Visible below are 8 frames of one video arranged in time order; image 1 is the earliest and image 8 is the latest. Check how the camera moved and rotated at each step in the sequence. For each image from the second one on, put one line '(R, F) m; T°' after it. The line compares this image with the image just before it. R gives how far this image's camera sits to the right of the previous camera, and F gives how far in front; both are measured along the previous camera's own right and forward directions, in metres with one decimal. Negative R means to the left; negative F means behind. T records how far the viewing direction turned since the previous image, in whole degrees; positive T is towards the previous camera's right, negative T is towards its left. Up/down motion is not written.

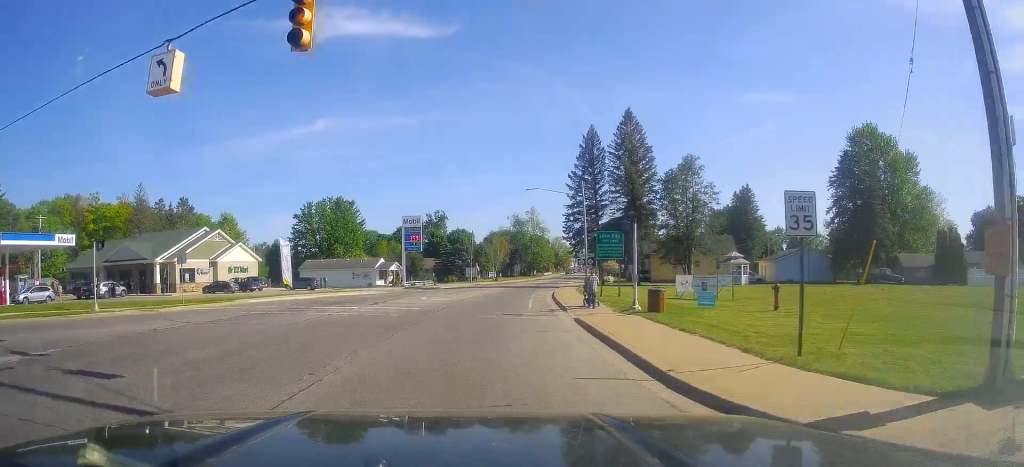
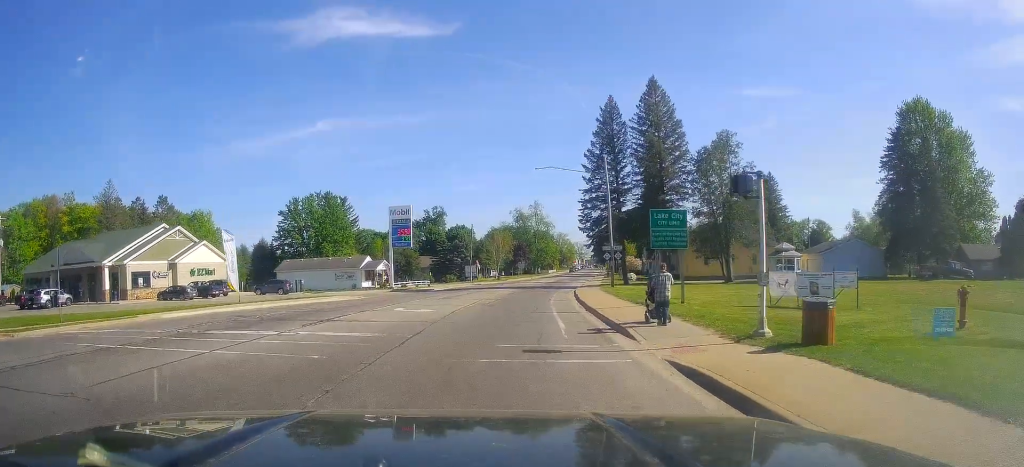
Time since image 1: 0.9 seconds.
(+0.2, +10.7) m; 0°
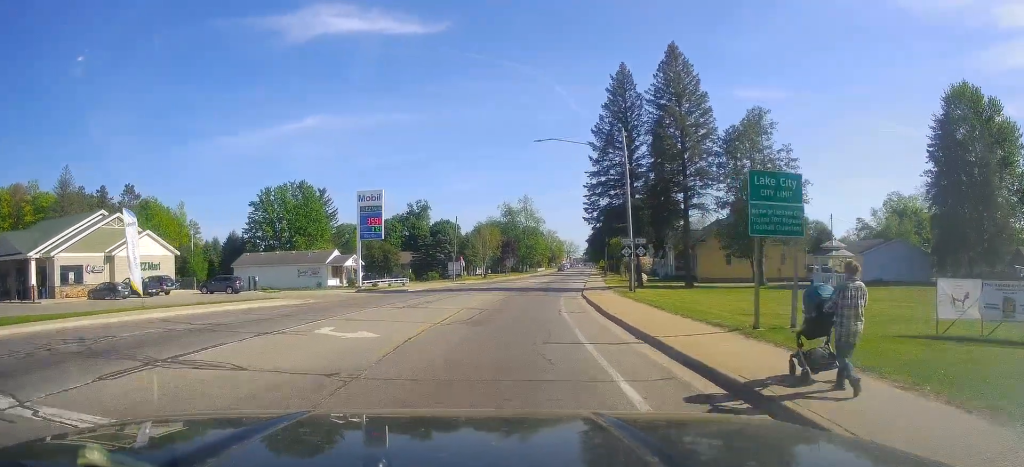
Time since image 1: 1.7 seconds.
(0.0, +9.8) m; 0°
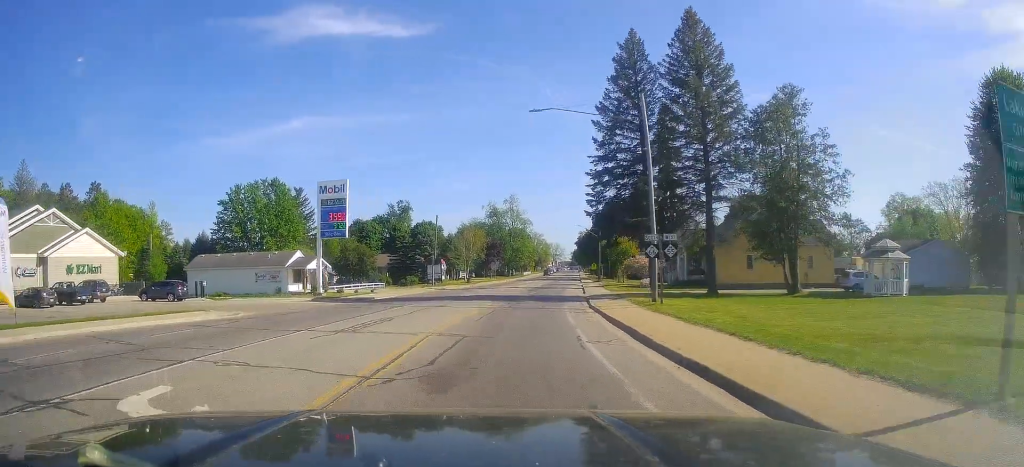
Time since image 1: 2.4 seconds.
(-0.1, +8.1) m; +1°
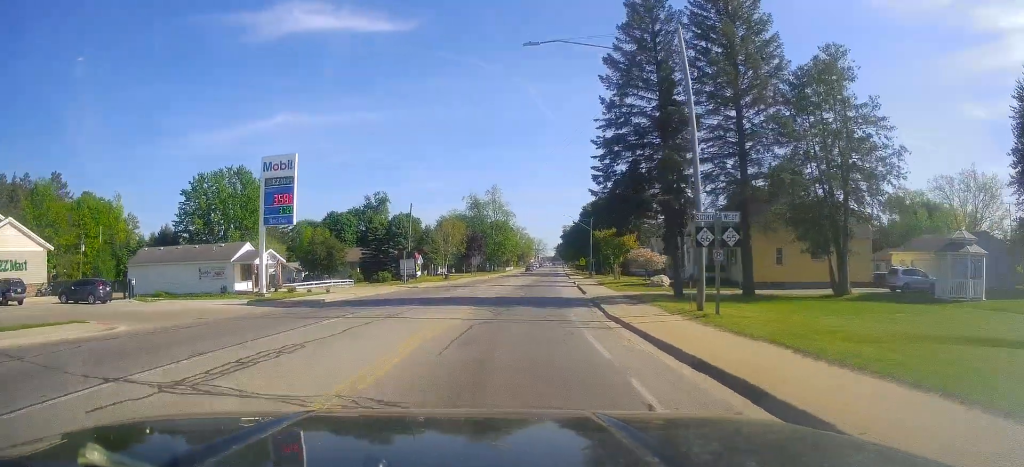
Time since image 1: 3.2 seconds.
(+0.1, +8.4) m; +4°
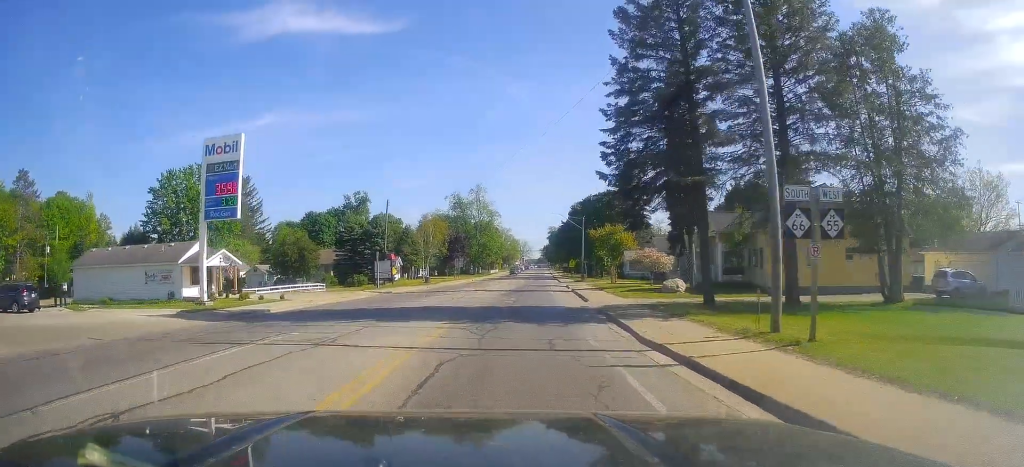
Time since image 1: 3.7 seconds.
(+0.4, +6.3) m; +1°
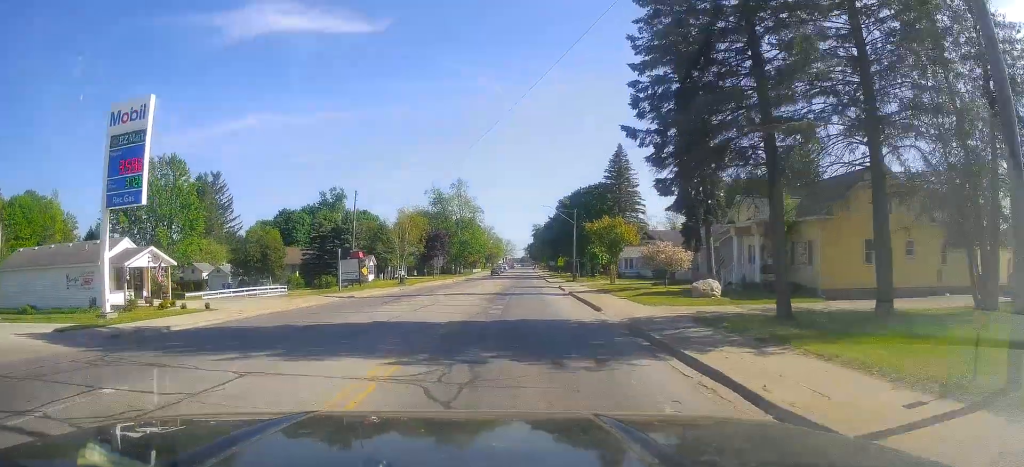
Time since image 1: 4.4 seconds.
(+0.3, +7.7) m; +1°
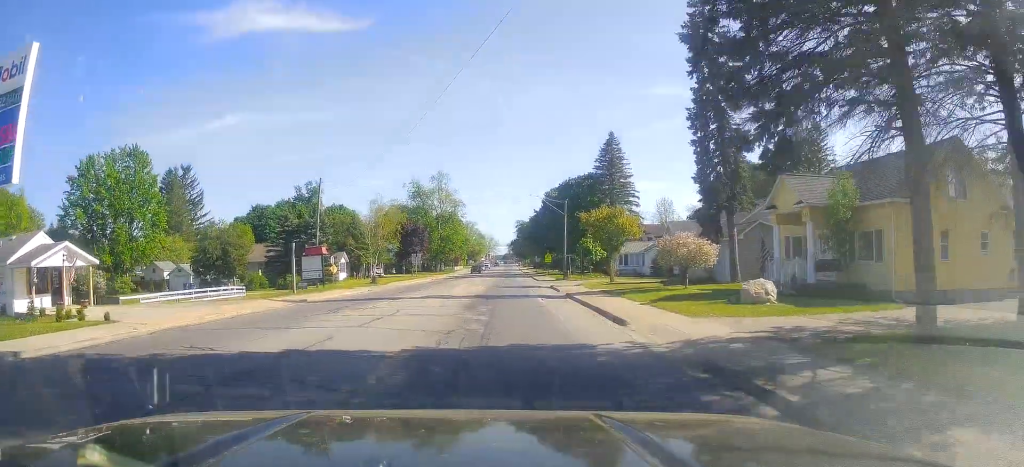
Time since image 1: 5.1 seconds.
(-0.2, +6.8) m; 0°
